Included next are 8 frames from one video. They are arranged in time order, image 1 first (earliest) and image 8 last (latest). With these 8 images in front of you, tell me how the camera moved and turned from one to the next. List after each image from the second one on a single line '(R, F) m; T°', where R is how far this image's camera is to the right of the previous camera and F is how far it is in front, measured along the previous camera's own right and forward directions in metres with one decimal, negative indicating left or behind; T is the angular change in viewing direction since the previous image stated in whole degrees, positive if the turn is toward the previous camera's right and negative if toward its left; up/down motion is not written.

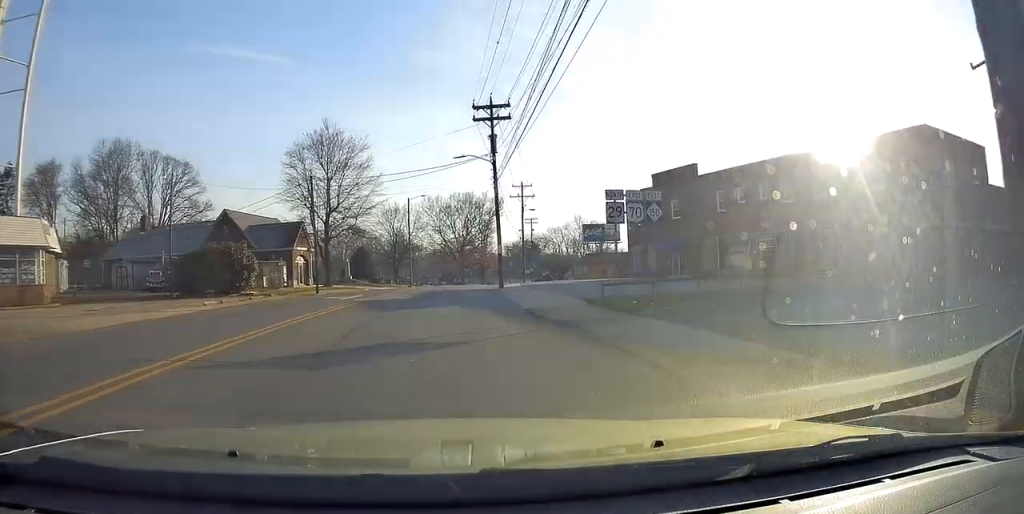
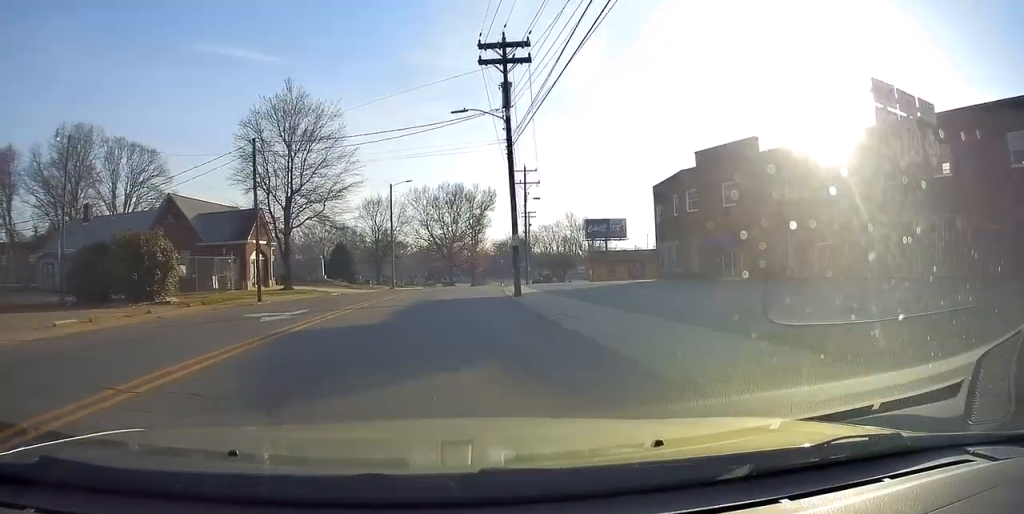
(-0.1, +11.2) m; 0°
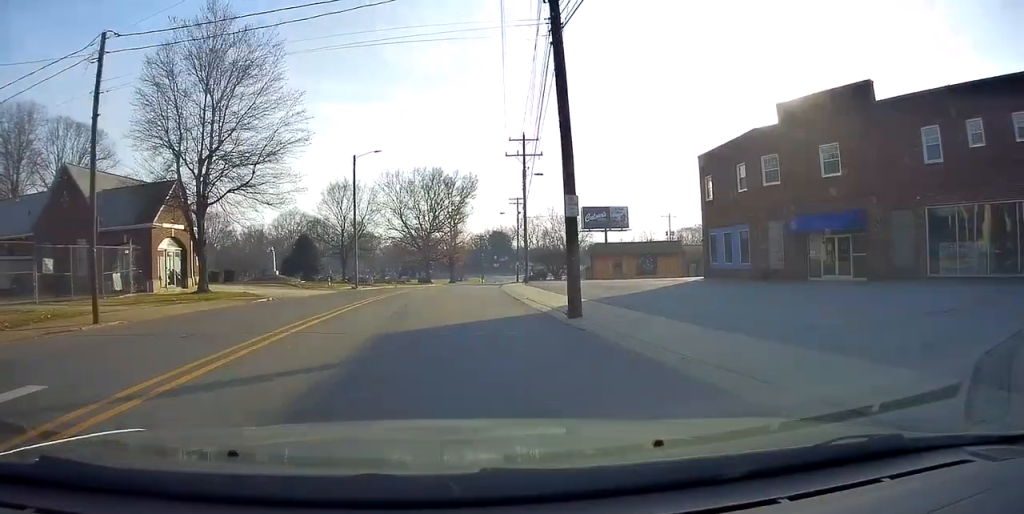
(0.0, +13.1) m; +1°
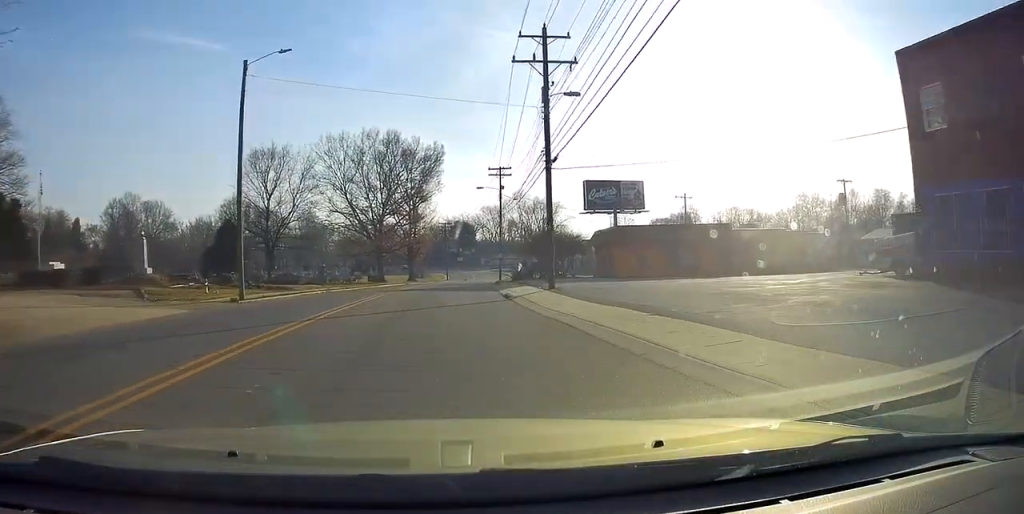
(+0.6, +21.8) m; +5°
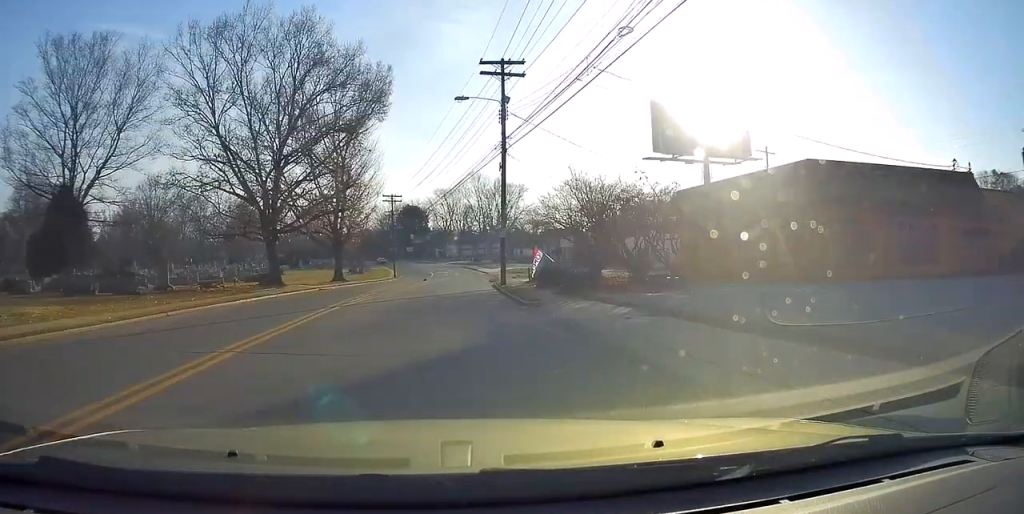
(+1.7, +32.4) m; +4°
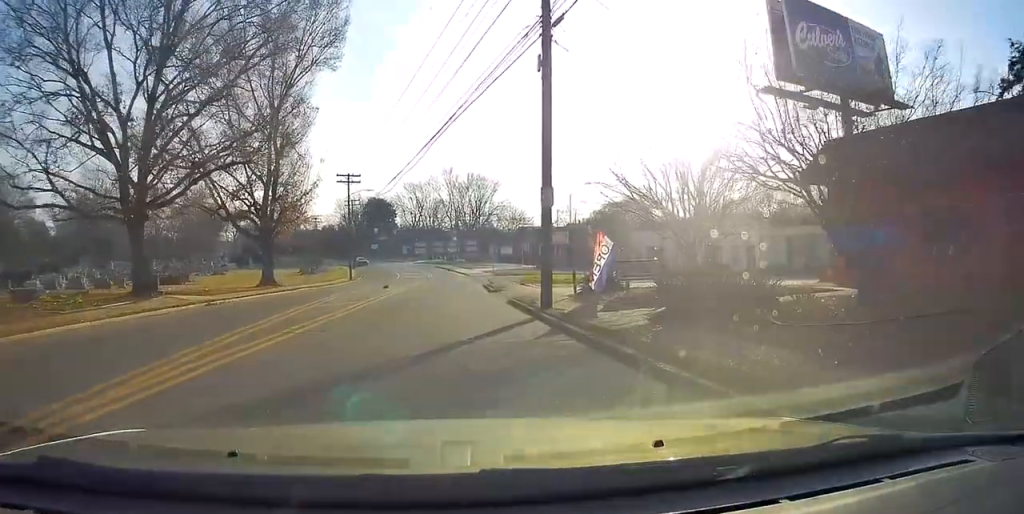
(0.0, +16.1) m; +2°
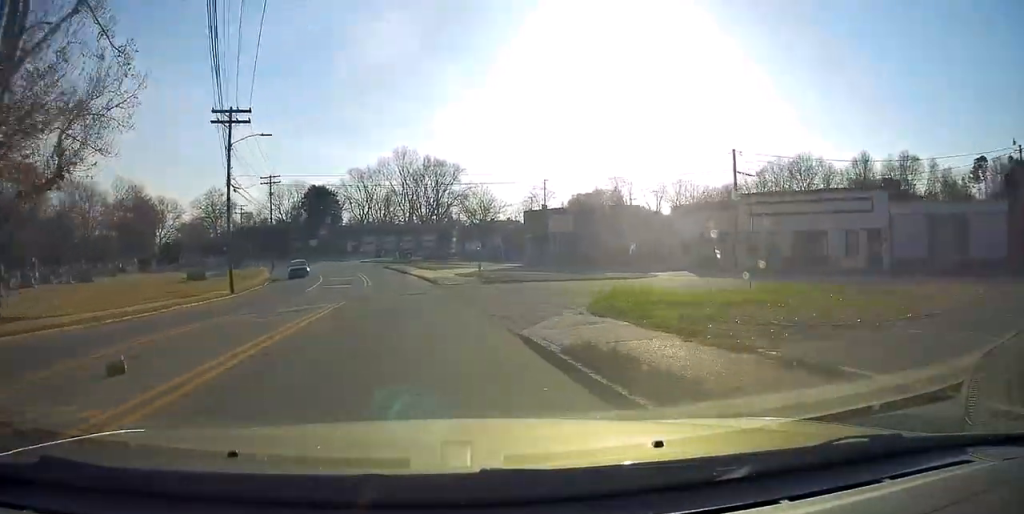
(+1.4, +25.1) m; +6°
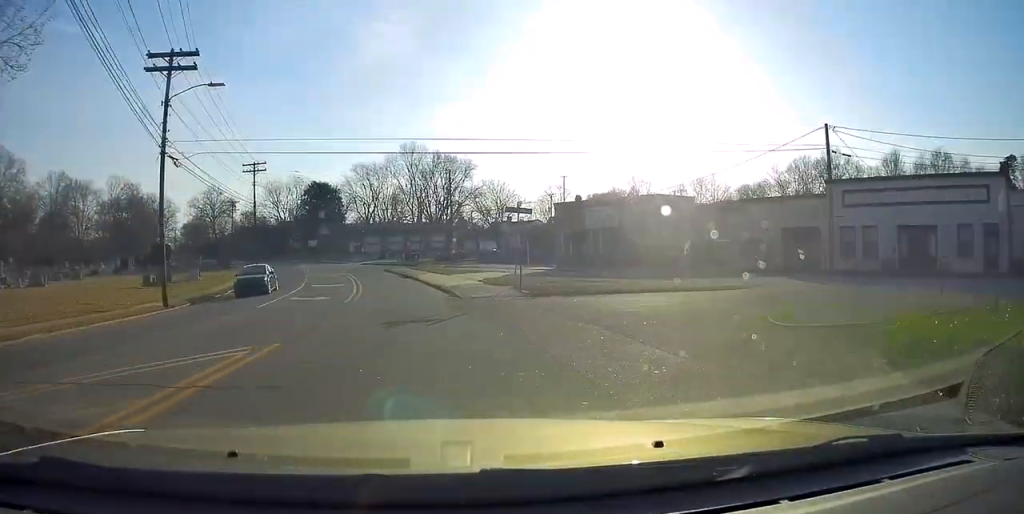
(+0.4, +10.2) m; -1°
